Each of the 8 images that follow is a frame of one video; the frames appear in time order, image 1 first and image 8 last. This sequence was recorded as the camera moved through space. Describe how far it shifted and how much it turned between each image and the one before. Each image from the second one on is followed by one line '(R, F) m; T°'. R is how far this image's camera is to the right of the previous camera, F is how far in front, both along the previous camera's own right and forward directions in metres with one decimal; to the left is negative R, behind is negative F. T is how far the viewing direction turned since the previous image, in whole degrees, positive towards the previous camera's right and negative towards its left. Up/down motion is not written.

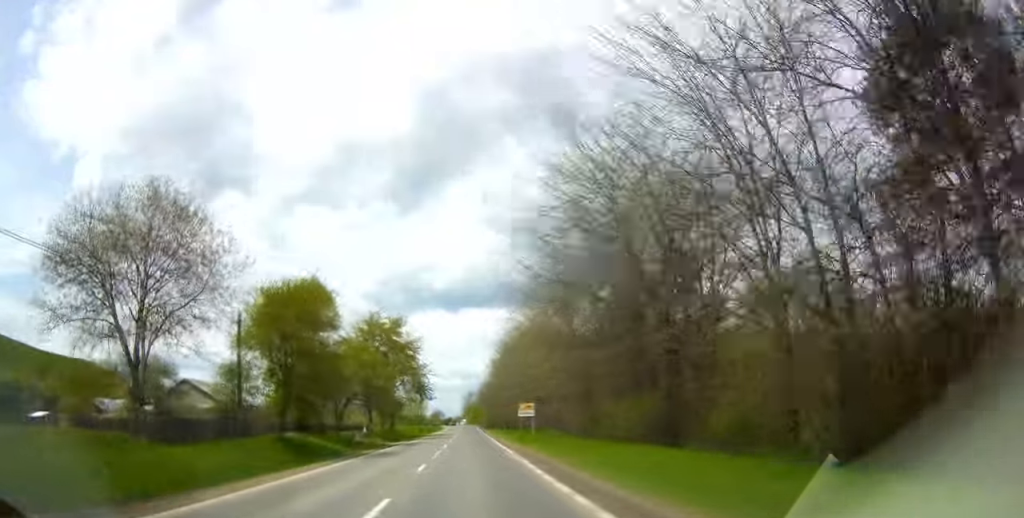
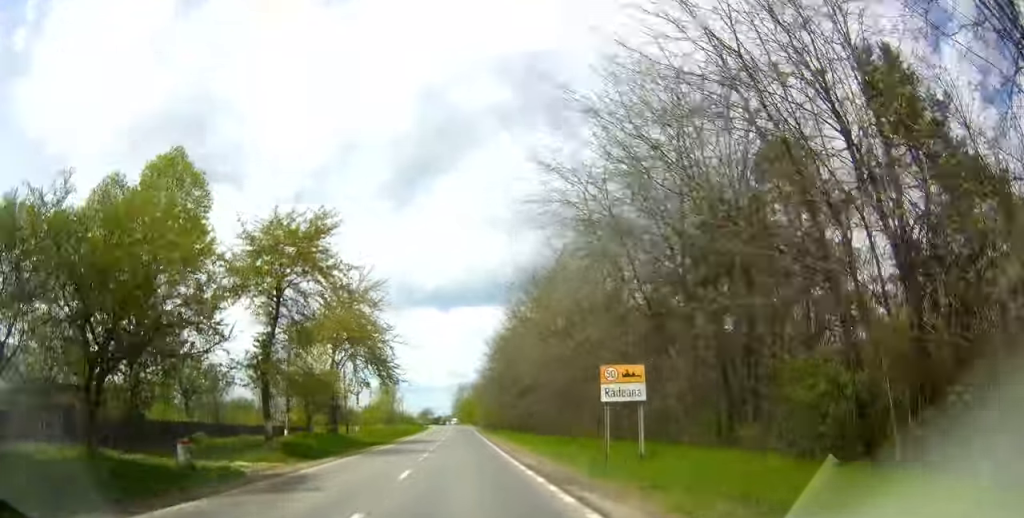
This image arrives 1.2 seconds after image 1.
(0.0, +30.5) m; 0°
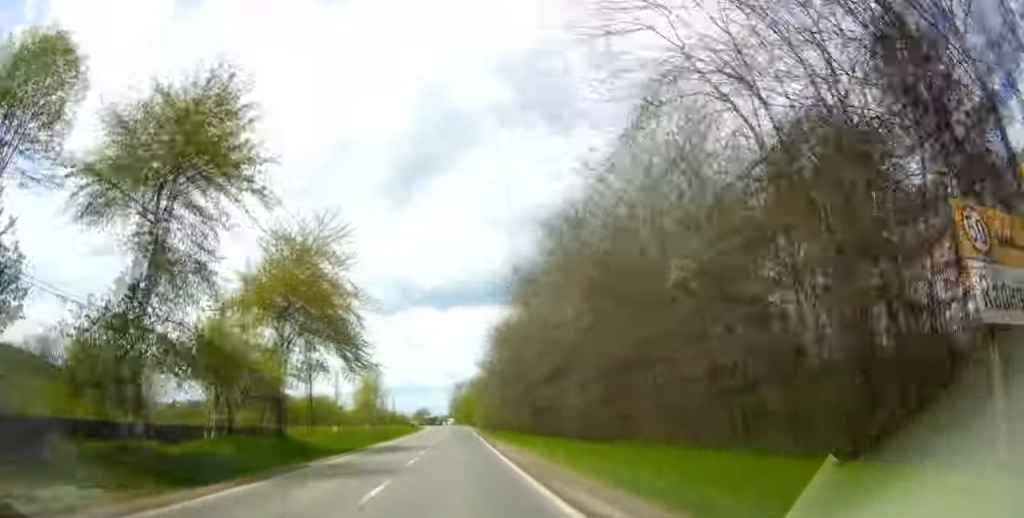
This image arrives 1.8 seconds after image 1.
(0.0, +13.4) m; 0°
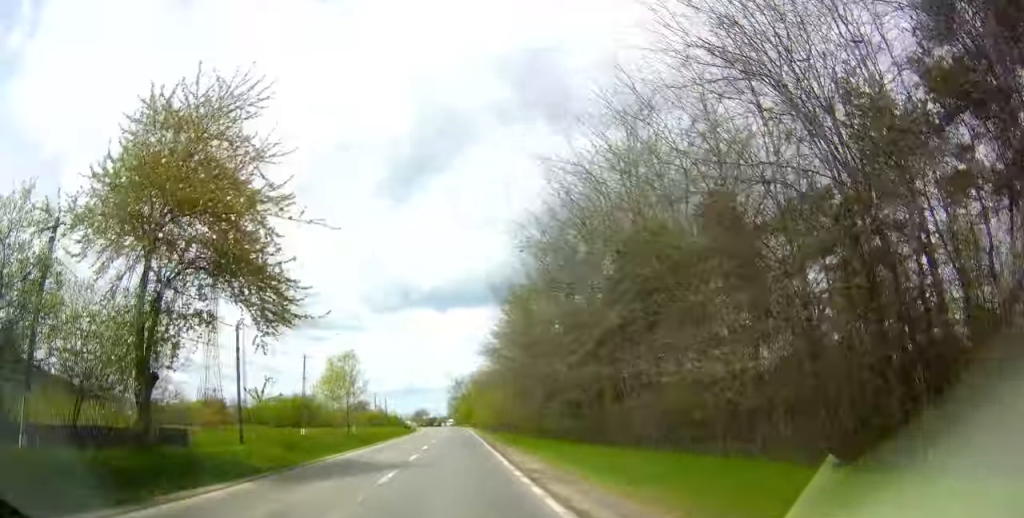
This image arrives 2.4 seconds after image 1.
(0.0, +15.1) m; 0°
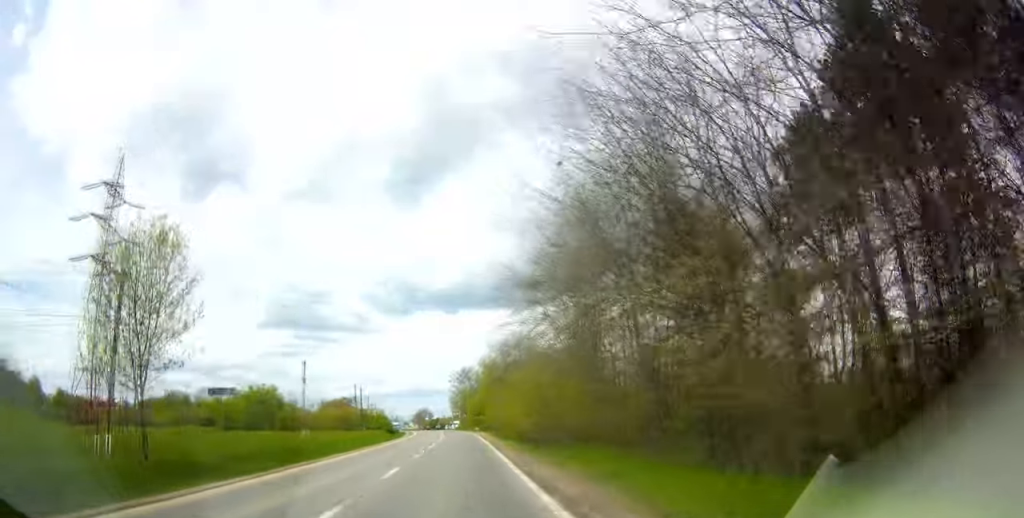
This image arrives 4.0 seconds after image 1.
(+0.1, +35.2) m; 0°
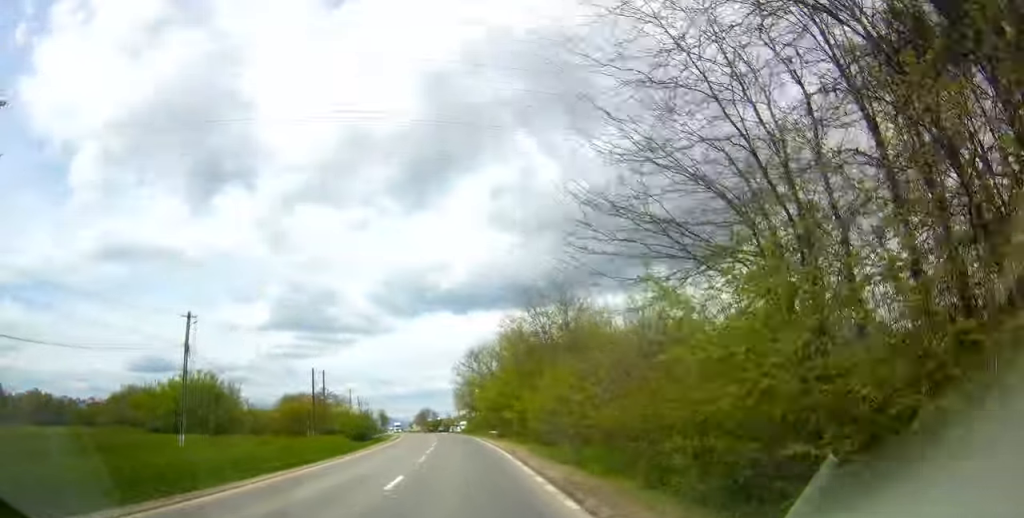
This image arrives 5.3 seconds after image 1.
(-0.4, +30.2) m; -1°
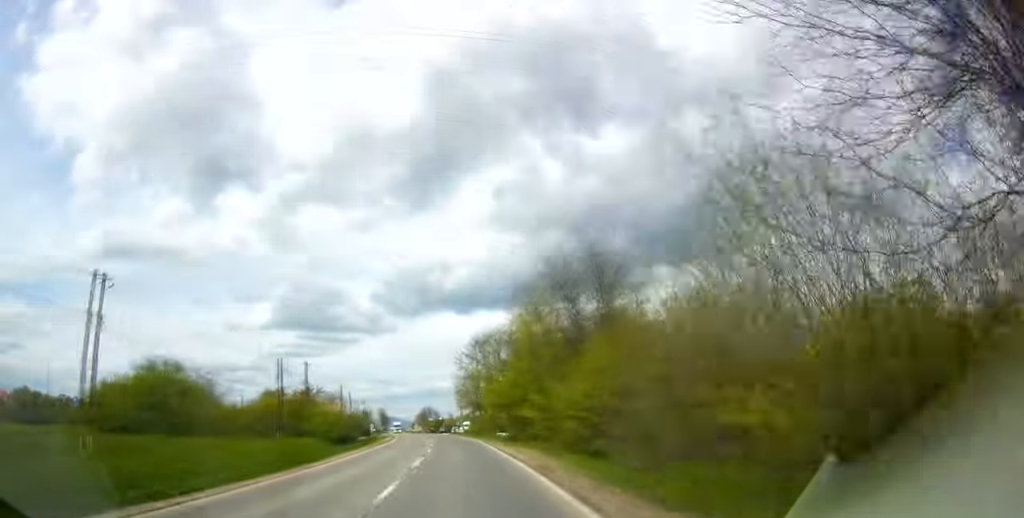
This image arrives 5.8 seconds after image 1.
(0.0, +10.9) m; 0°
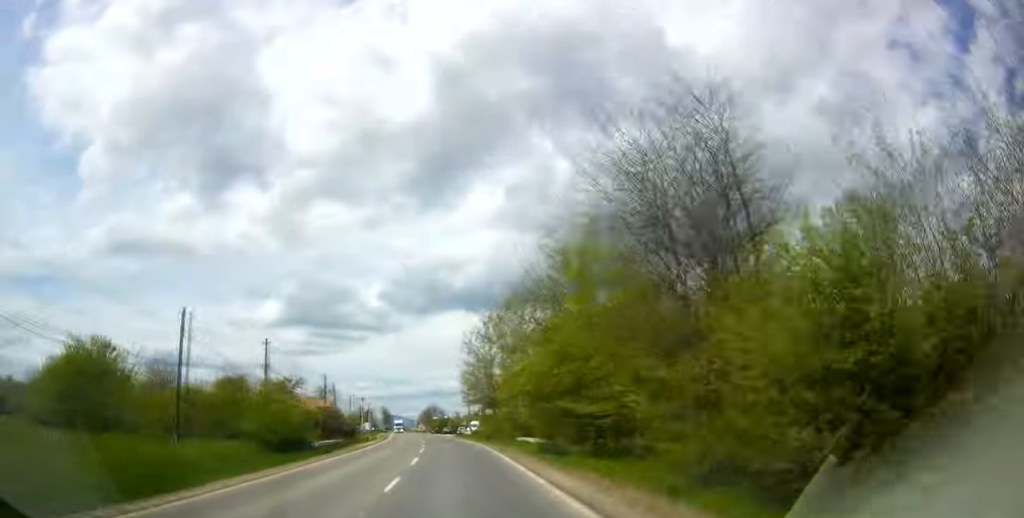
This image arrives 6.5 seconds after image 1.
(0.0, +17.0) m; 0°
